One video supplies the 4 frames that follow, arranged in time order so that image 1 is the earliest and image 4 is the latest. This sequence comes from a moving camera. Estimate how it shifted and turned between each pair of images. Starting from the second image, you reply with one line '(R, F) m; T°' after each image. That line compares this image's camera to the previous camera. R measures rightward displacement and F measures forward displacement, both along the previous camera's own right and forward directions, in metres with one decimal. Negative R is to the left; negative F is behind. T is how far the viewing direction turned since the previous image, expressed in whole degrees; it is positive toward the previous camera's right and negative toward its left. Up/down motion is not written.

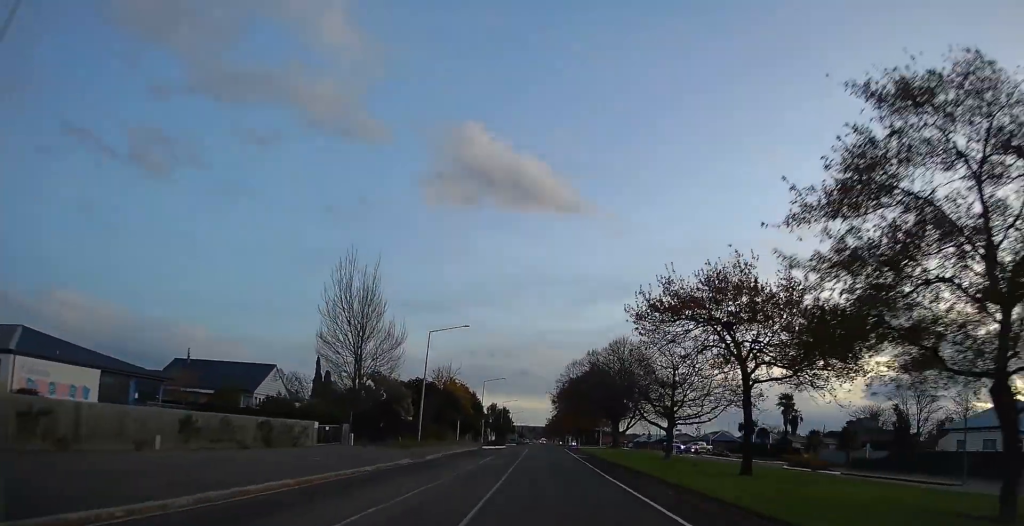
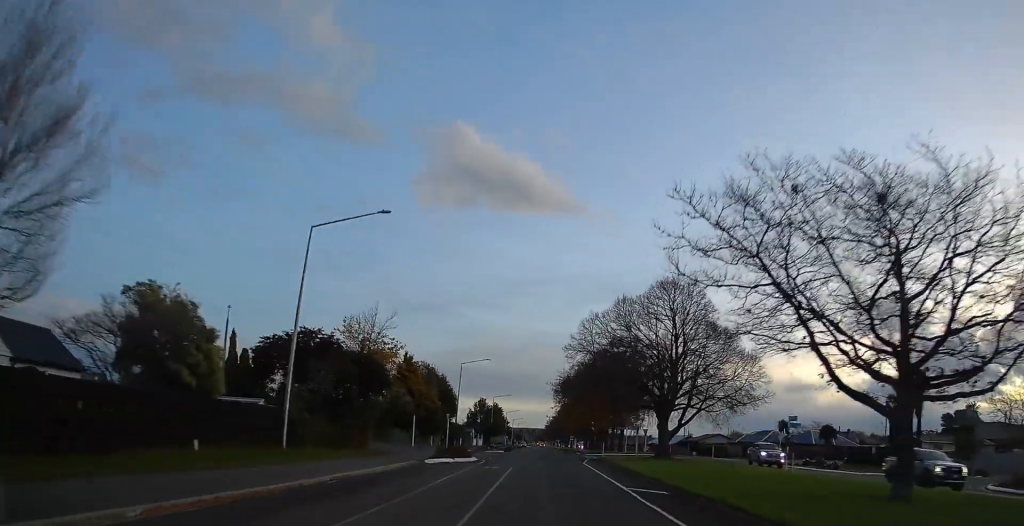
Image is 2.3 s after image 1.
(-0.6, +31.9) m; 0°
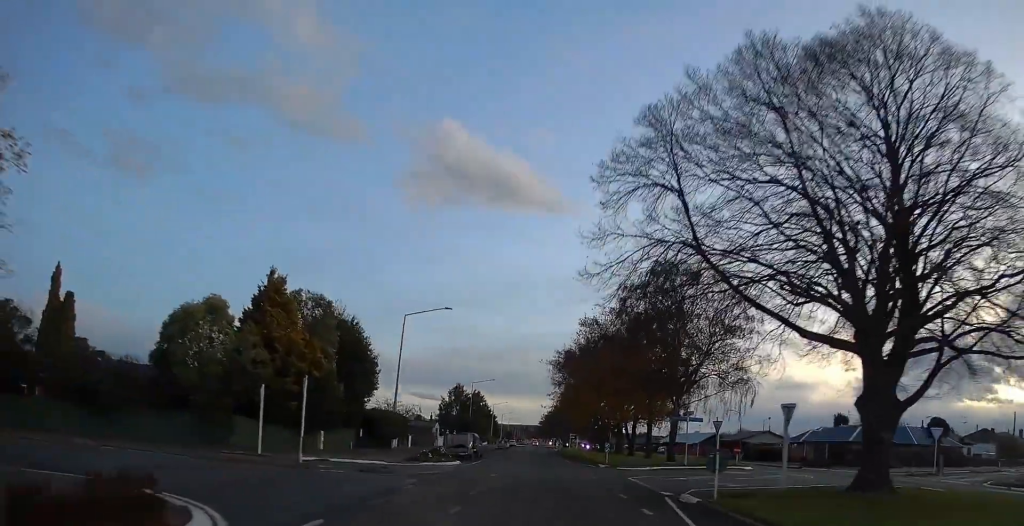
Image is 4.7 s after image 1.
(-2.2, +32.7) m; -4°
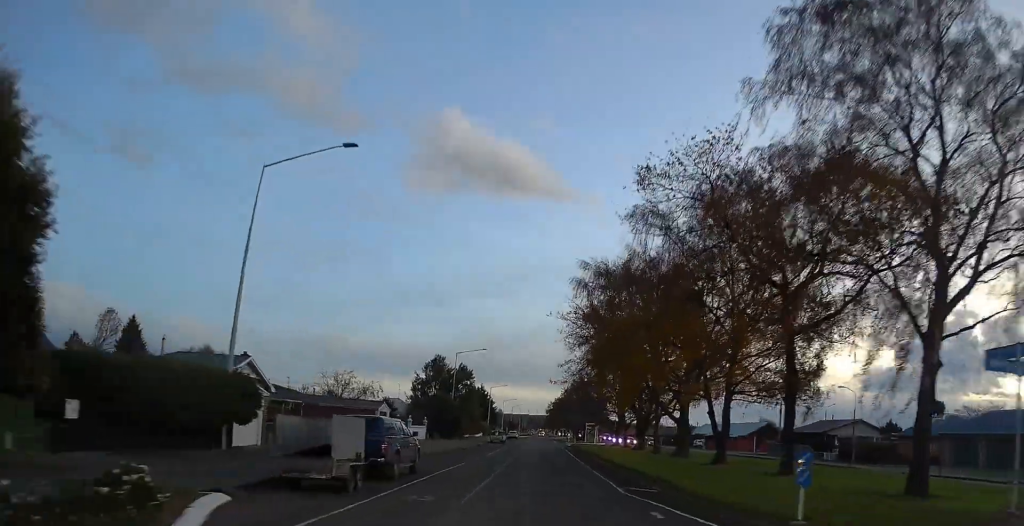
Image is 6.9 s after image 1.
(+2.1, +29.5) m; +4°
